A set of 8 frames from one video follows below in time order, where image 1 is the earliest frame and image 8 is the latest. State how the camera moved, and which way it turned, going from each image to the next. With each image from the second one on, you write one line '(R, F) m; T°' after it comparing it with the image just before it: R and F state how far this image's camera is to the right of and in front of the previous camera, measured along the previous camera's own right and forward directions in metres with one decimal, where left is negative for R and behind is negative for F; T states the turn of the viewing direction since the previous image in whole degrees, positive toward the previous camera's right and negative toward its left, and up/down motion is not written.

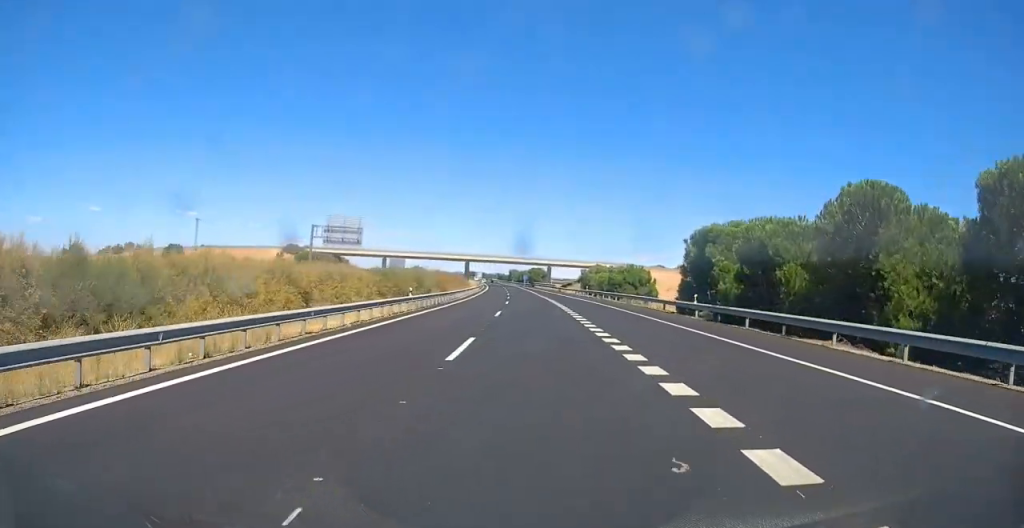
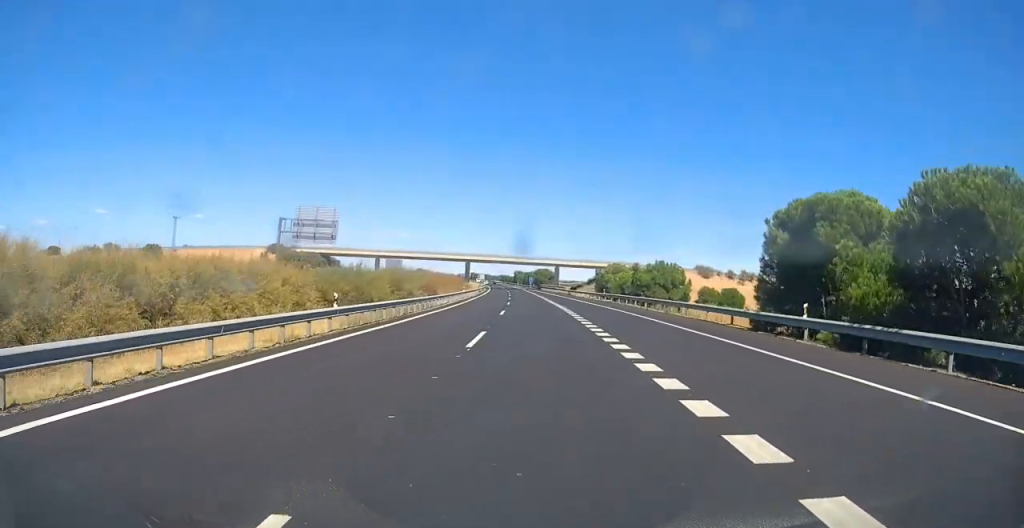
(0.0, +14.0) m; 0°
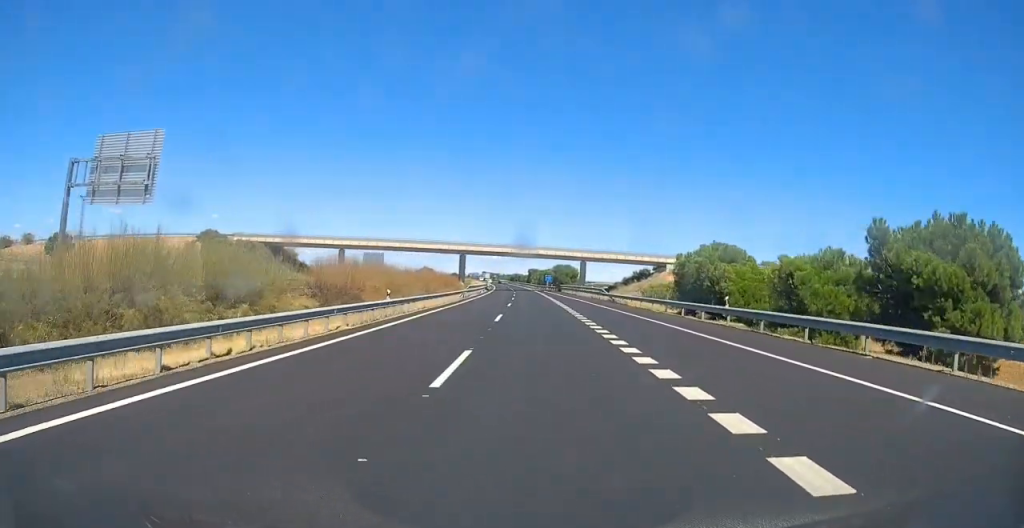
(-0.4, +40.5) m; -1°
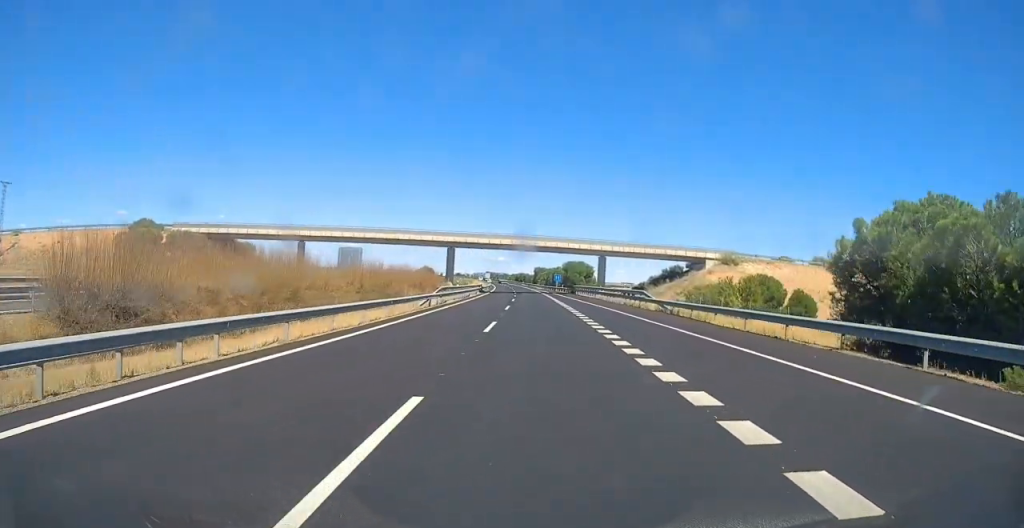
(-0.1, +23.2) m; -1°
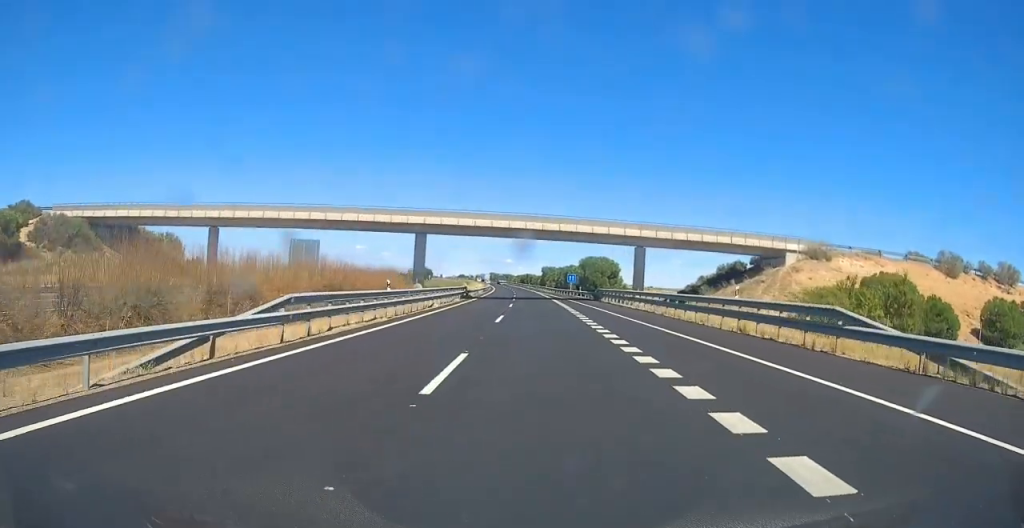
(-0.4, +28.5) m; -1°
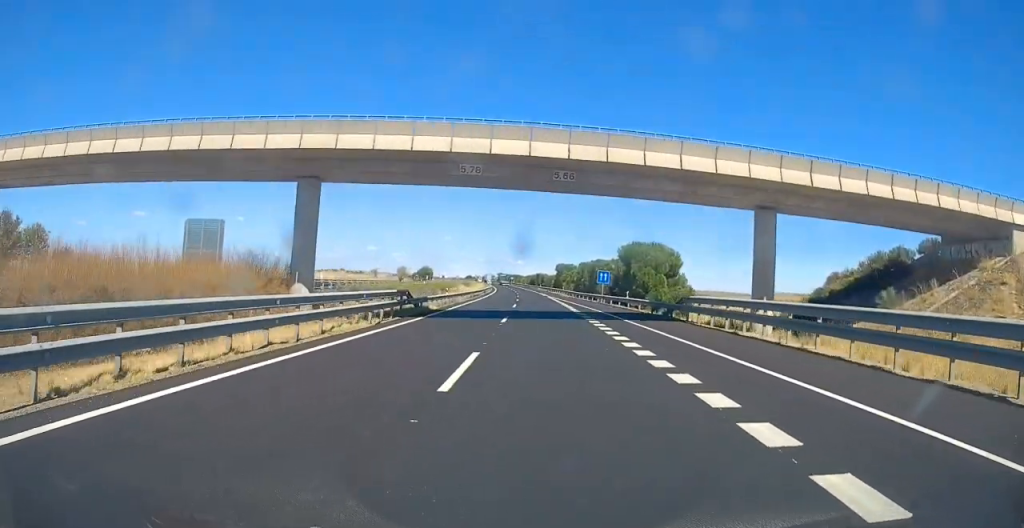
(-0.1, +33.6) m; -1°
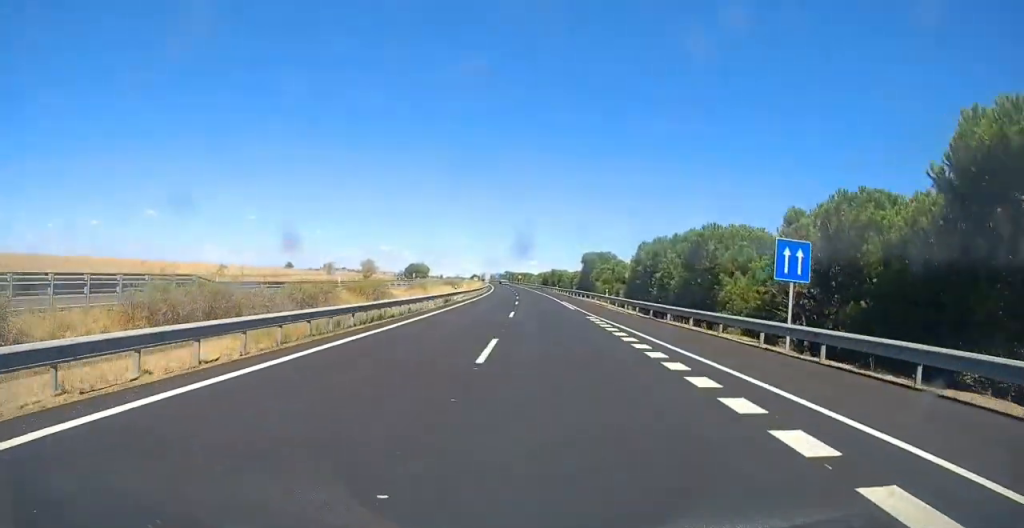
(-0.6, +48.0) m; -1°
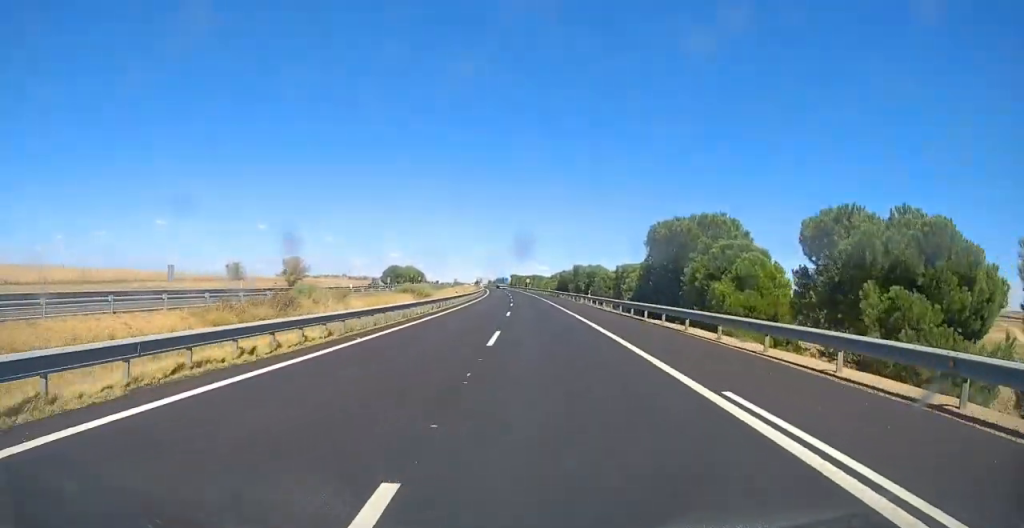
(-0.4, +46.5) m; -1°
